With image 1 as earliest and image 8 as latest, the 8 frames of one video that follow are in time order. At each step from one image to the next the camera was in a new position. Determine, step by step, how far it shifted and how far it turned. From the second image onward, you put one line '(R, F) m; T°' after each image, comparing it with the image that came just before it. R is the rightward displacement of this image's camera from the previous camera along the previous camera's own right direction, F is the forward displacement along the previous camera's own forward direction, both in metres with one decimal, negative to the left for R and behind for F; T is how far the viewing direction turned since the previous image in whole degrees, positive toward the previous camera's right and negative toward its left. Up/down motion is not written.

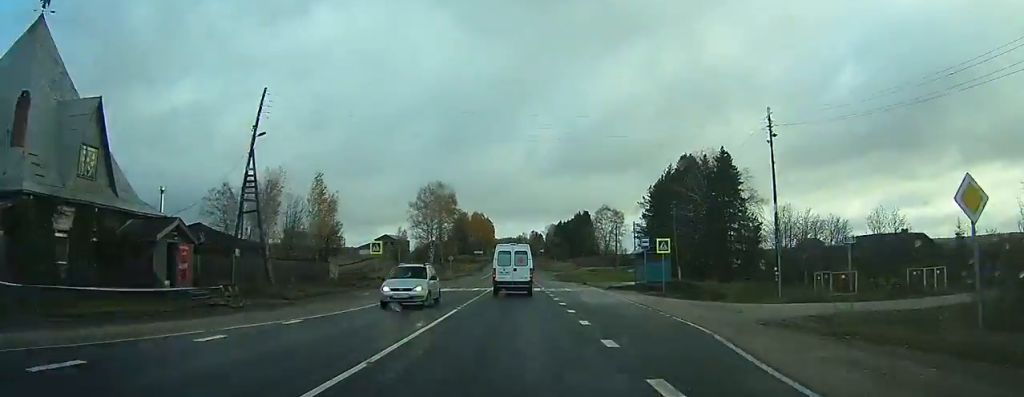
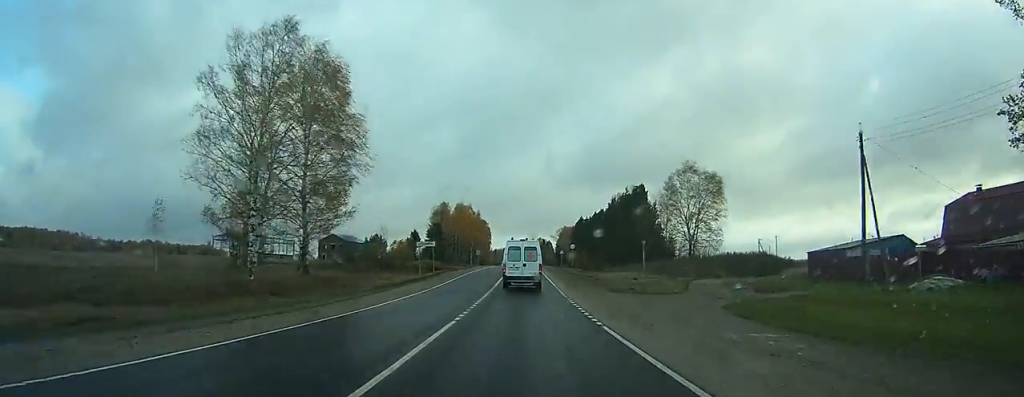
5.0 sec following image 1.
(-0.8, +87.3) m; -1°
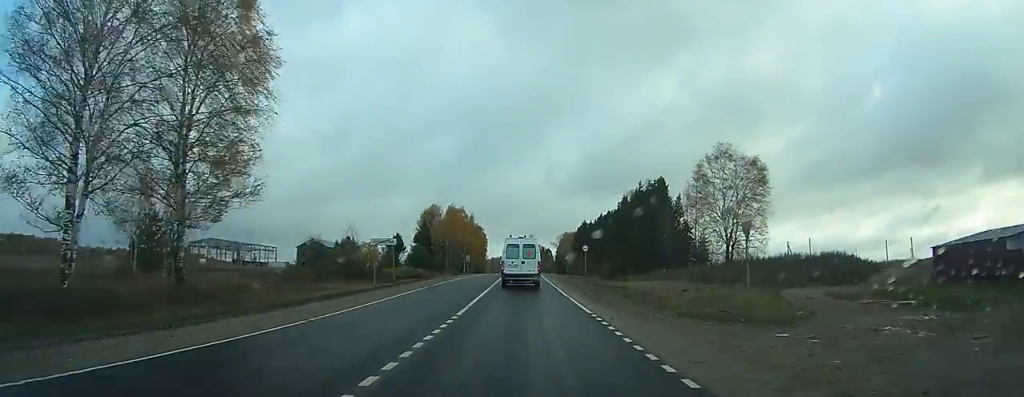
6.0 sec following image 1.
(+0.1, +18.2) m; 0°
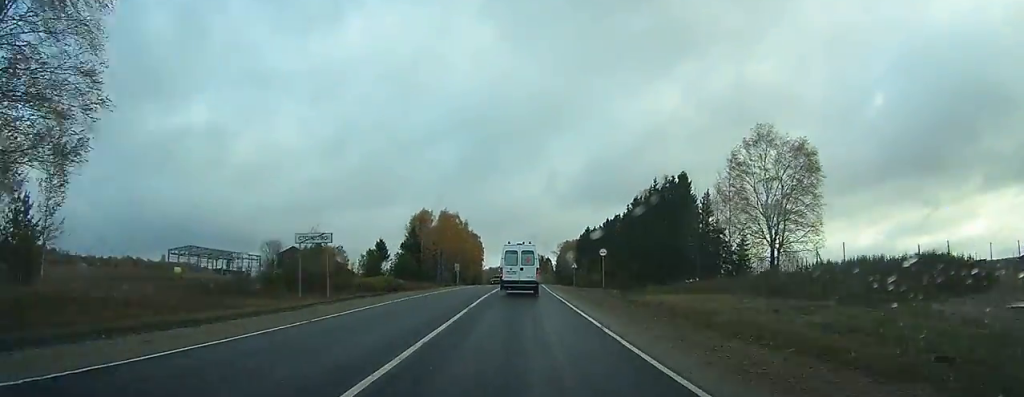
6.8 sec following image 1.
(0.0, +14.6) m; 0°
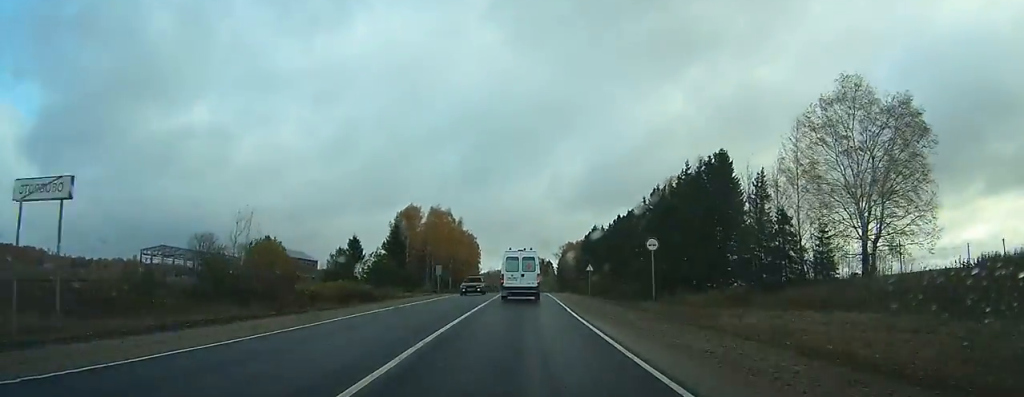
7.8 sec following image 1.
(+0.1, +18.4) m; 0°
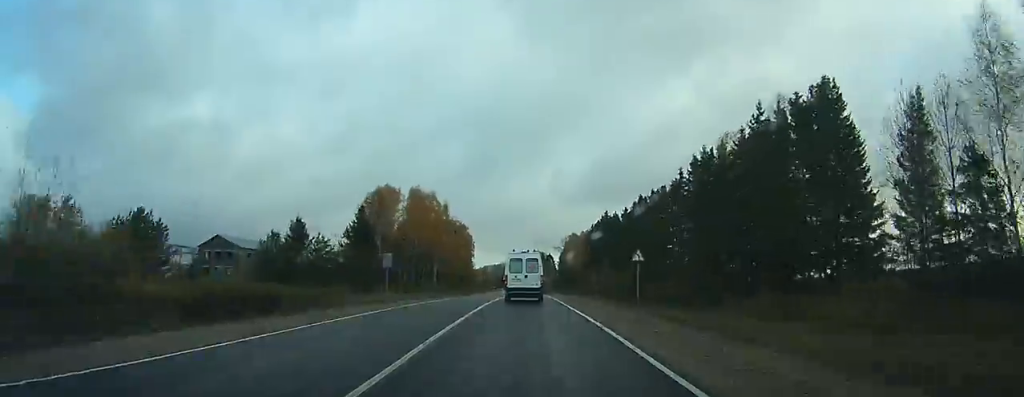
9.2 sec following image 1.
(+0.1, +25.9) m; 0°
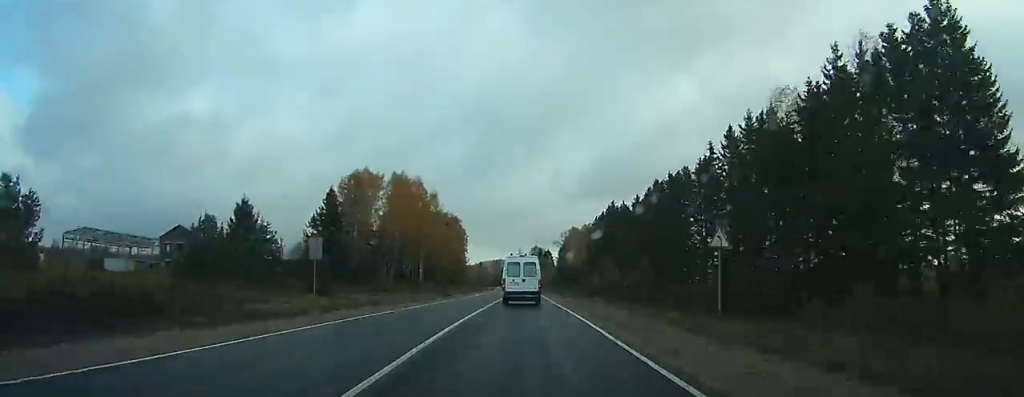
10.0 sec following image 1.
(+0.1, +14.9) m; 0°
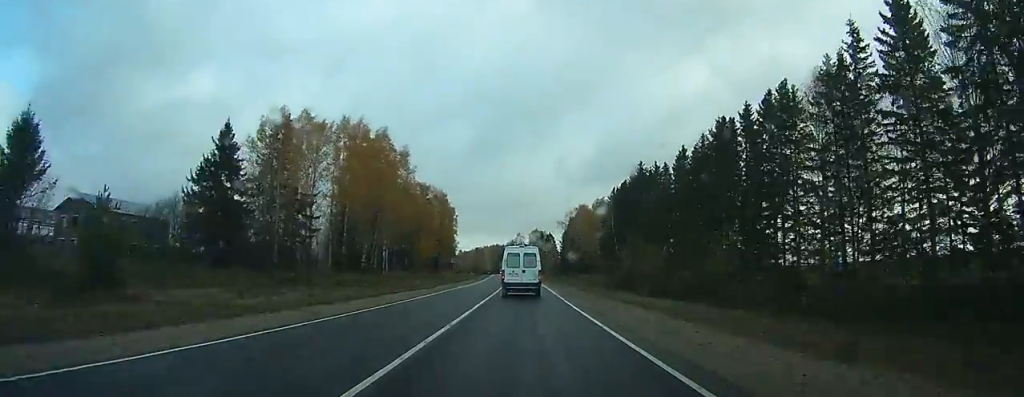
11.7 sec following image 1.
(+0.1, +31.2) m; 0°
